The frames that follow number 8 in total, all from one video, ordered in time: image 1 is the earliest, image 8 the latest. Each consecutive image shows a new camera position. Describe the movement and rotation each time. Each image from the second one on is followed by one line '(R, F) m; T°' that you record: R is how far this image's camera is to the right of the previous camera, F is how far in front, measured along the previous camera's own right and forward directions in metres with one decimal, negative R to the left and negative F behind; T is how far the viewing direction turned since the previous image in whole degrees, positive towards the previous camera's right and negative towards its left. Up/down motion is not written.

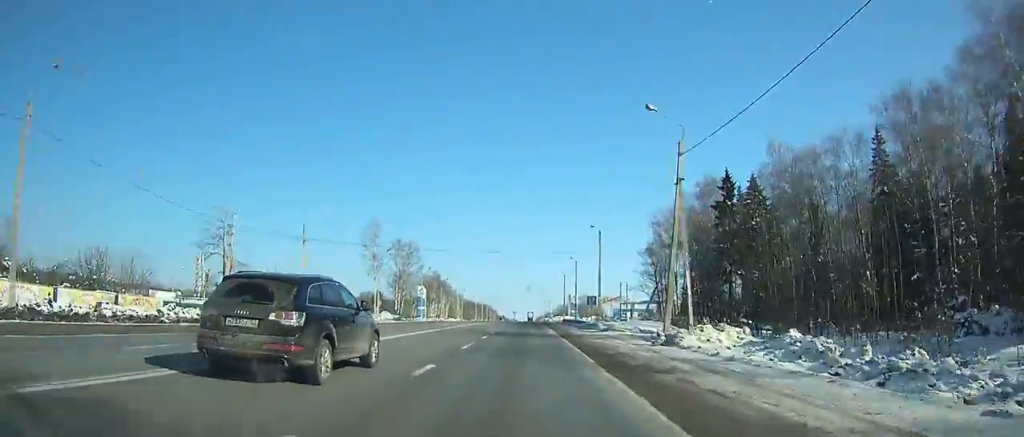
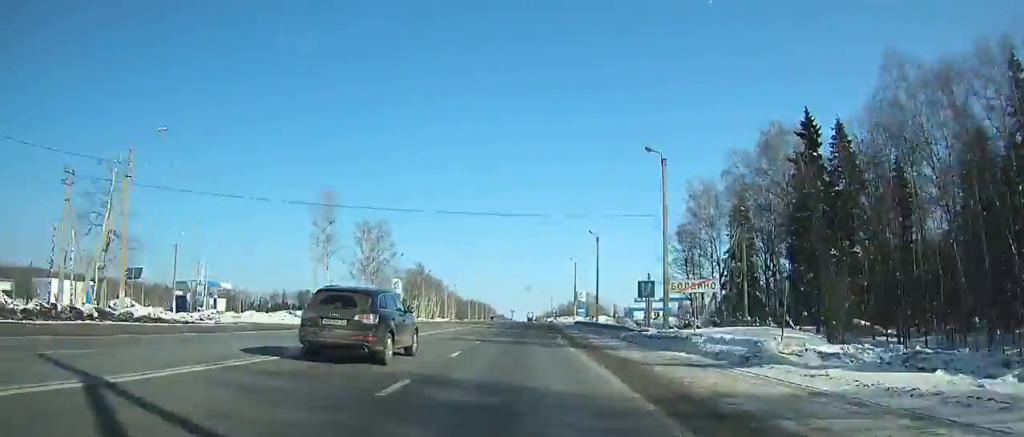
(0.0, +26.1) m; 0°
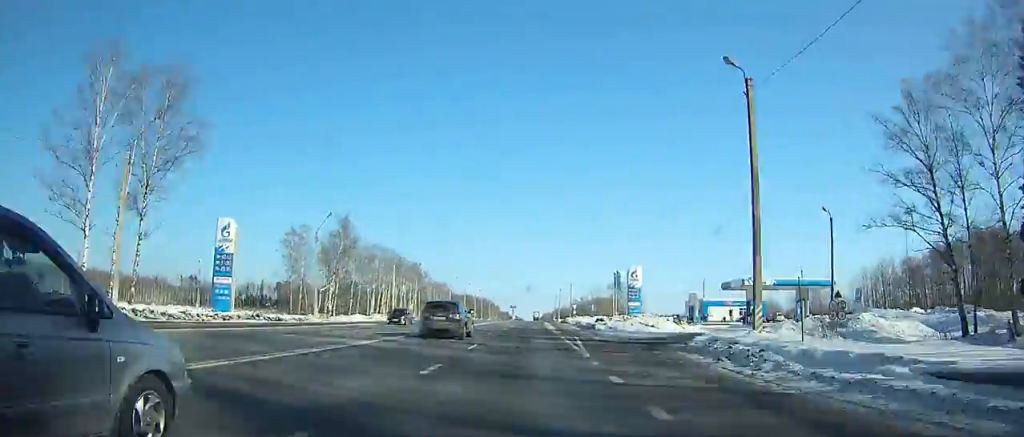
(-0.3, +69.0) m; 0°
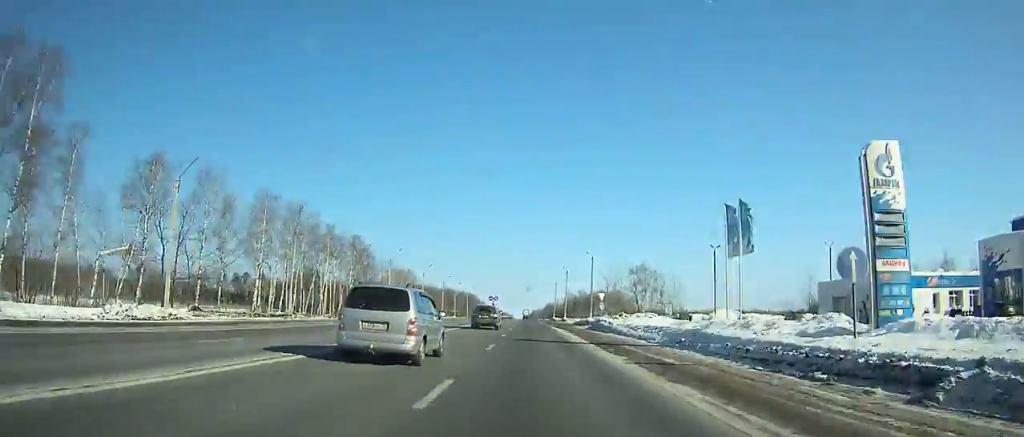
(-0.1, +60.3) m; 0°
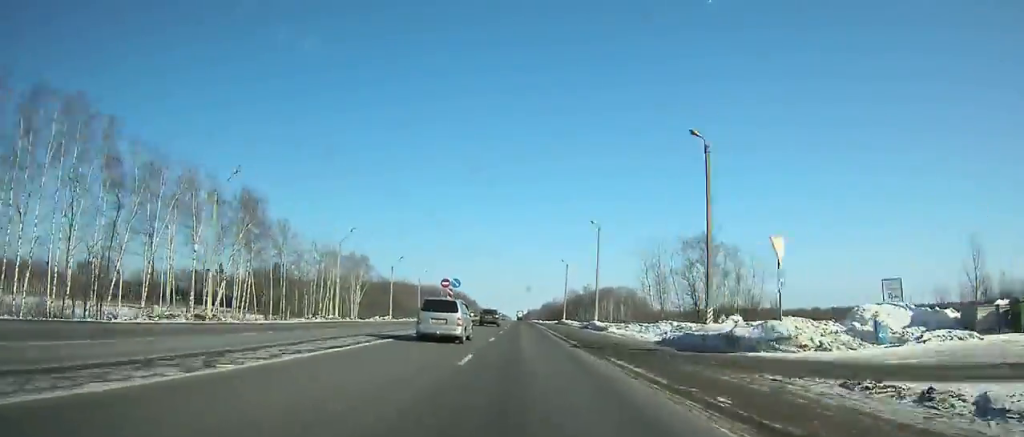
(+0.2, +54.7) m; 0°
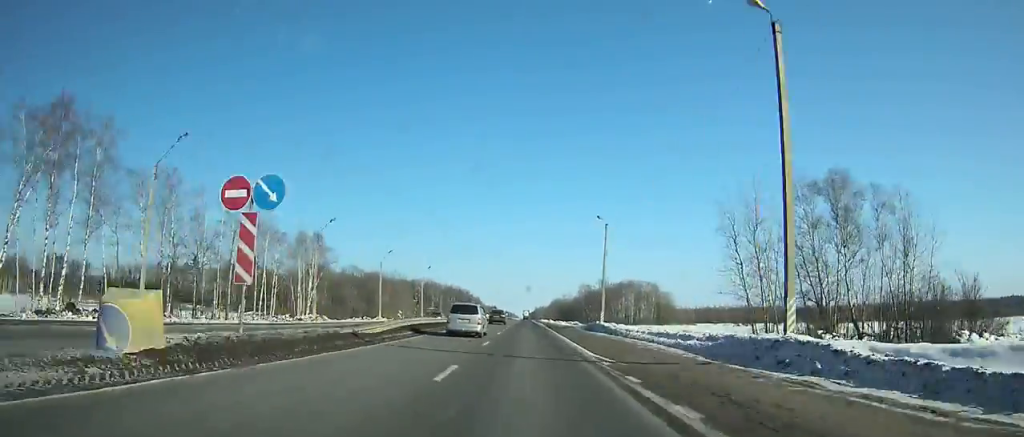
(0.0, +39.1) m; 0°
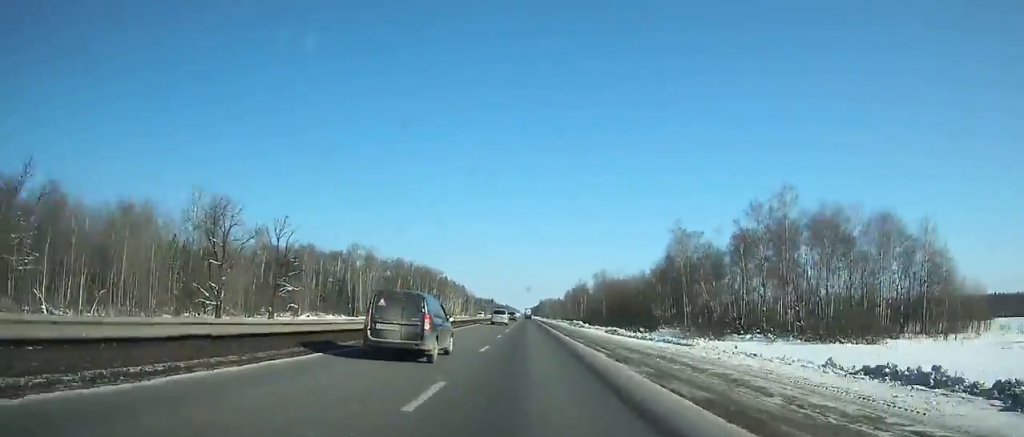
(-0.1, +172.3) m; 0°
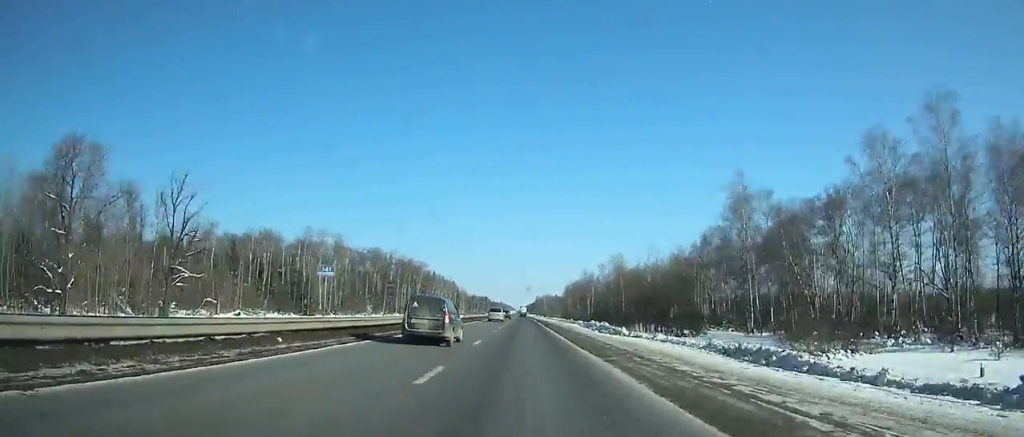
(+0.1, +33.1) m; 0°
